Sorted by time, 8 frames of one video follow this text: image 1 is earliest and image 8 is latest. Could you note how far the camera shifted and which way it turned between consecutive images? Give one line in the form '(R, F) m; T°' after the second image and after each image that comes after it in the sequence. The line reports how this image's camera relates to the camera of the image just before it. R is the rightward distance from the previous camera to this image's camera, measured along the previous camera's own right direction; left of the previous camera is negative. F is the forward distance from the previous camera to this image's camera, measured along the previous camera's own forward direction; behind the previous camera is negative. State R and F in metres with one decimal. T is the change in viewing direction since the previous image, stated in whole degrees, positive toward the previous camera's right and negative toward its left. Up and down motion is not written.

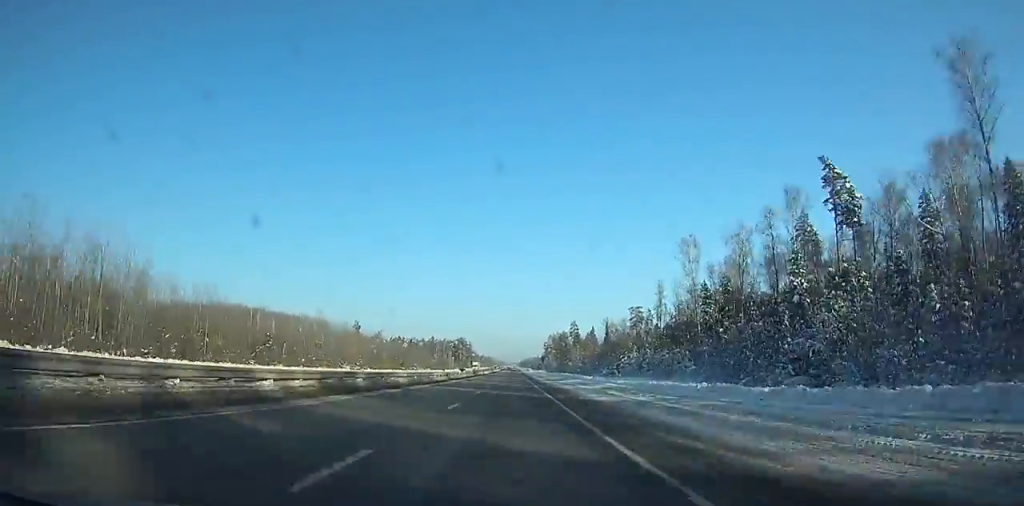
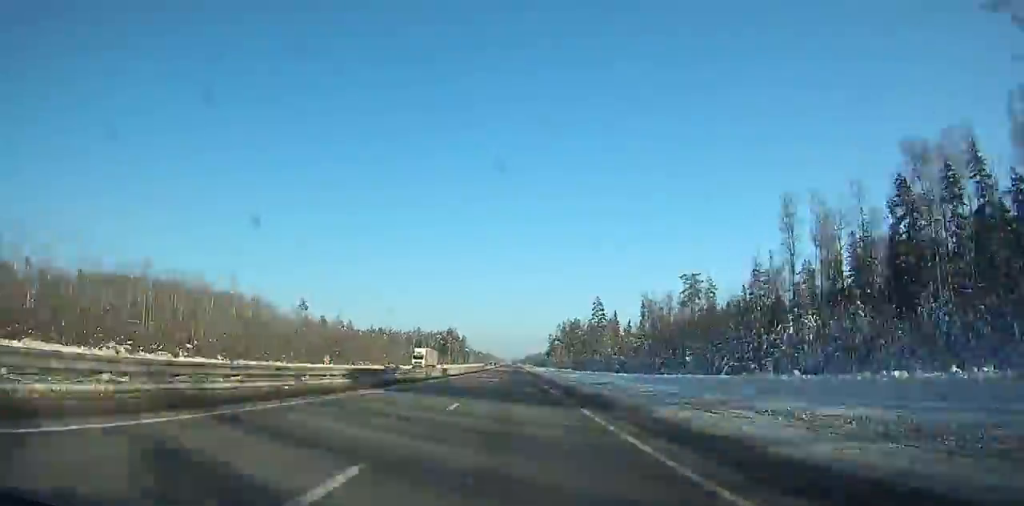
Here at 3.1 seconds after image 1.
(0.0, +93.0) m; 0°
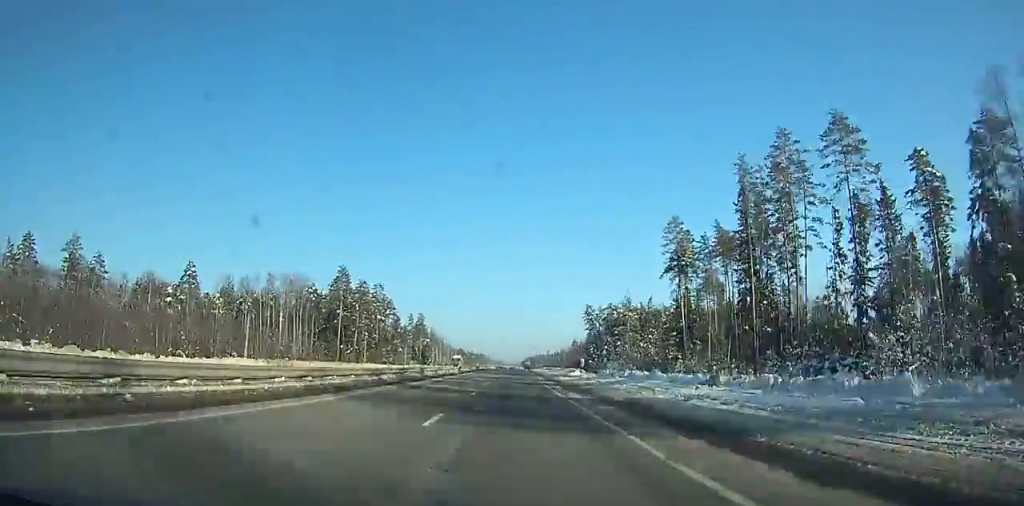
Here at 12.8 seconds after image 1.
(-0.1, +274.0) m; 0°
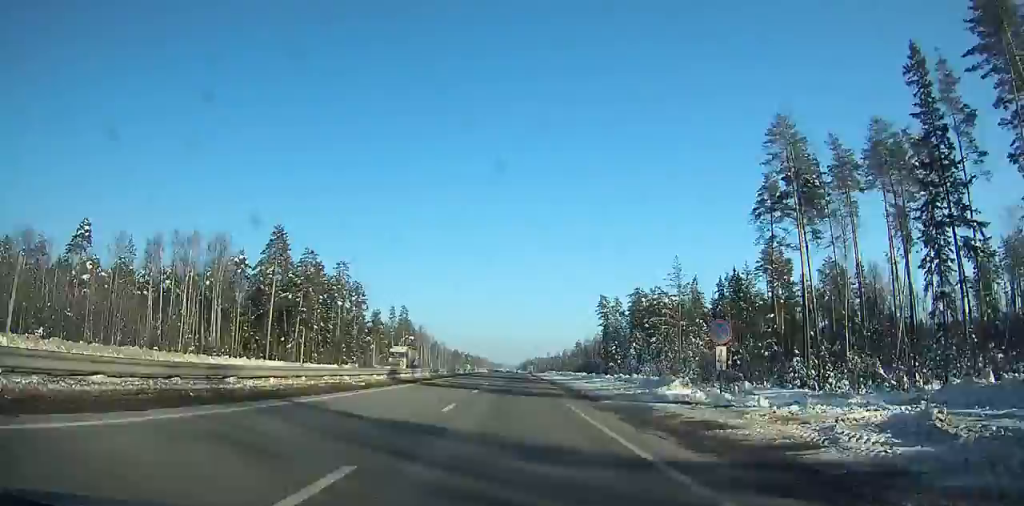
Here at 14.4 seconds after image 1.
(0.0, +45.4) m; 0°
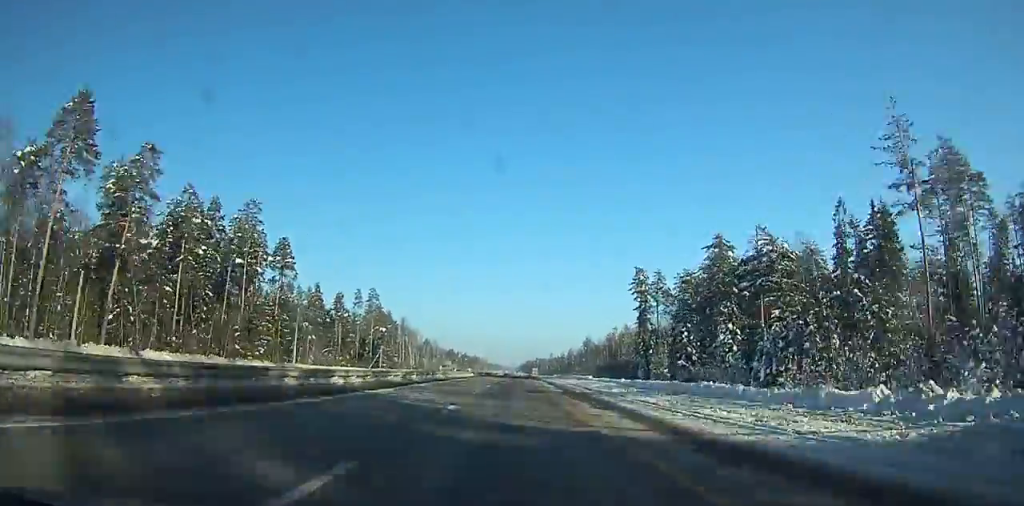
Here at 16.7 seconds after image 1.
(0.0, +65.0) m; 0°
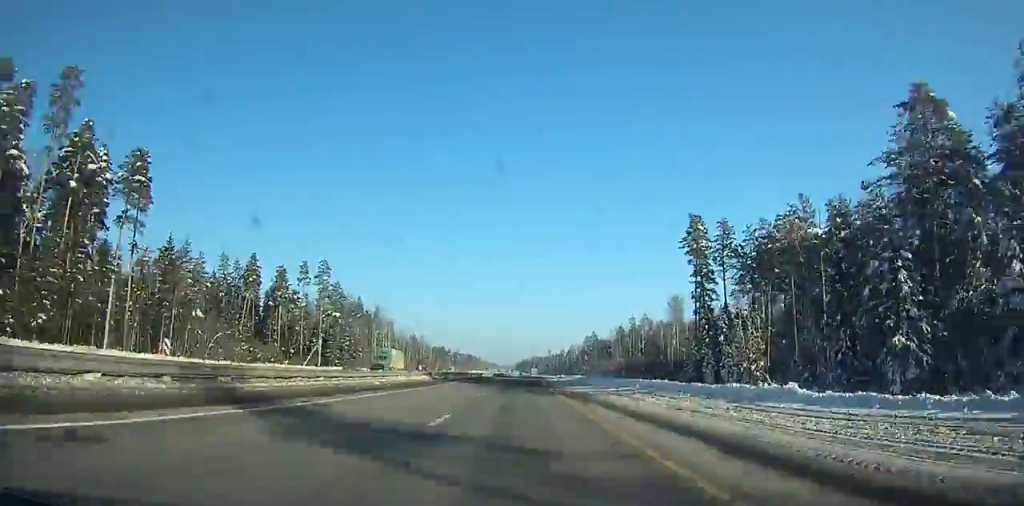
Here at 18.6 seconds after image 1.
(+0.3, +52.3) m; +1°
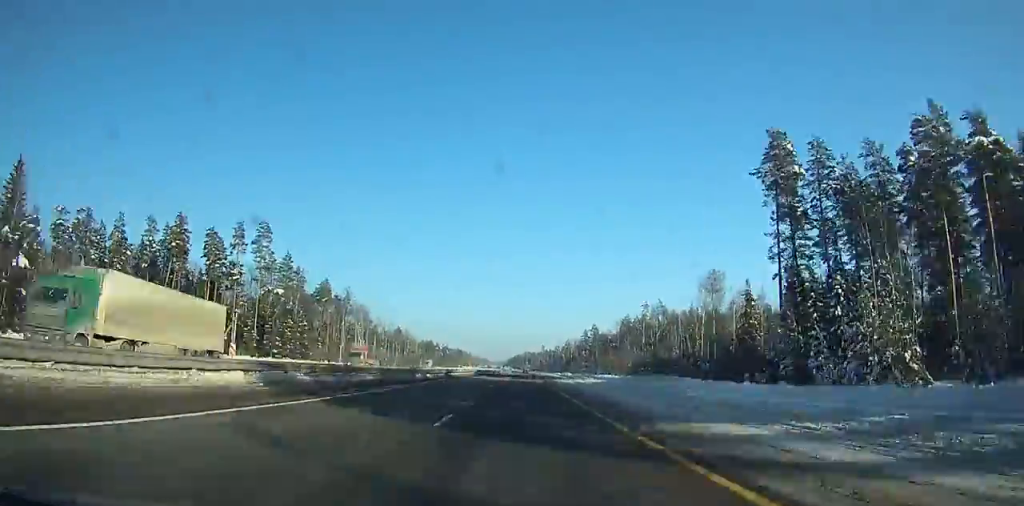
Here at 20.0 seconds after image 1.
(-0.1, +38.3) m; +1°
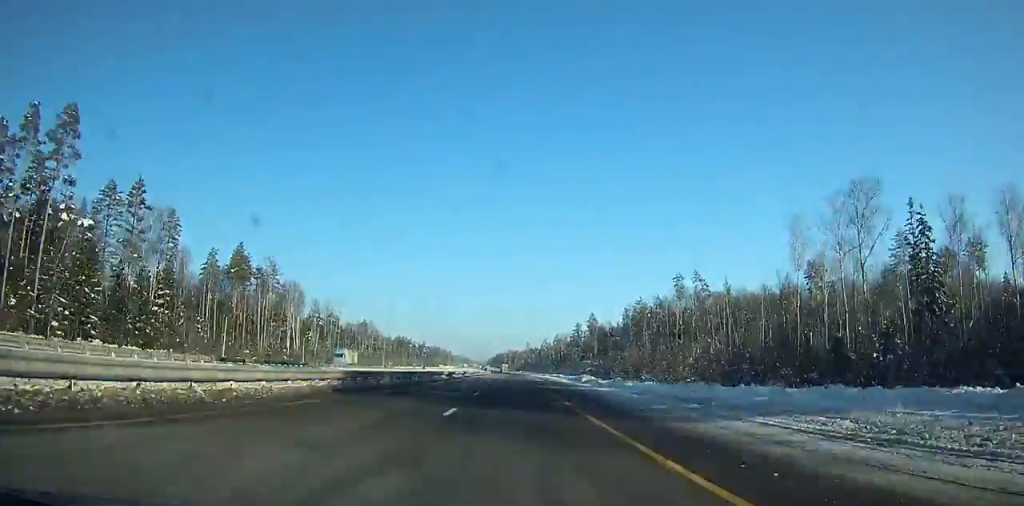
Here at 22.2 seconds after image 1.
(+1.1, +59.1) m; +1°
